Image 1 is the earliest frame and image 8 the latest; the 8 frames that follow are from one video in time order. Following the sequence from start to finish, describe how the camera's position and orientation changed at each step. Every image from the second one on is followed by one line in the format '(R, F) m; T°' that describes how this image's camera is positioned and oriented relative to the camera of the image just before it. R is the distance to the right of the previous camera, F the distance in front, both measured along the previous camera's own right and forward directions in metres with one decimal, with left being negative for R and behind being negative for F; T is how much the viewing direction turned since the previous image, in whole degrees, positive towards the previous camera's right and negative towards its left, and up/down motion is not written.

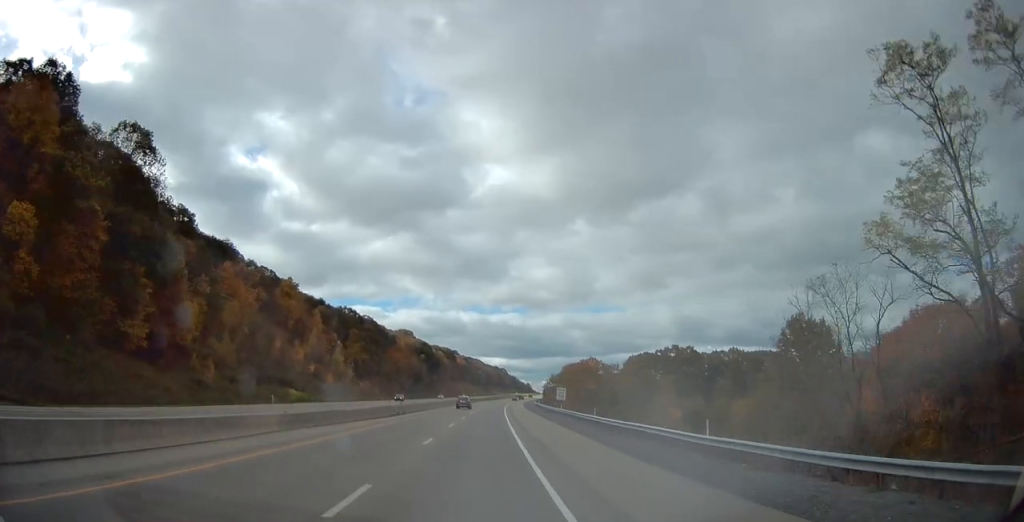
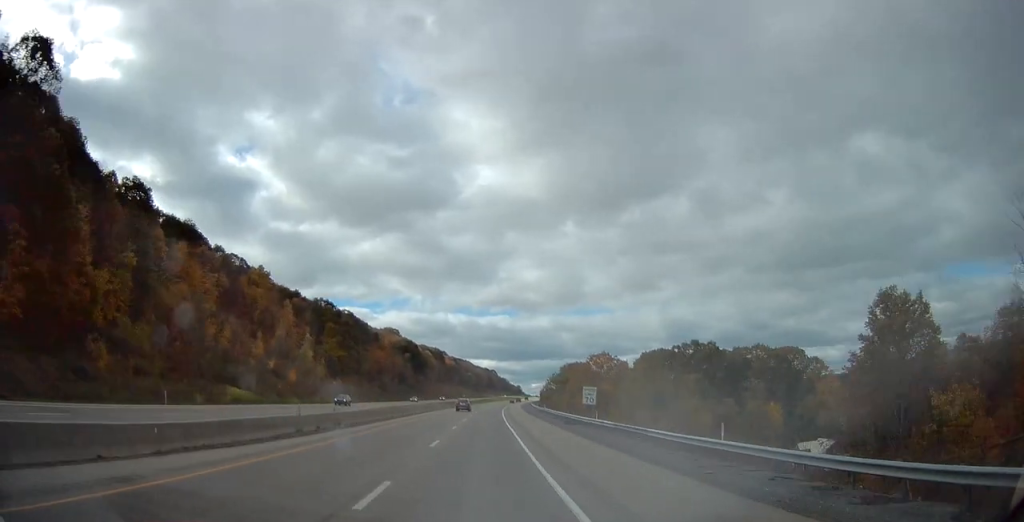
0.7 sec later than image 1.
(+0.2, +23.7) m; +1°
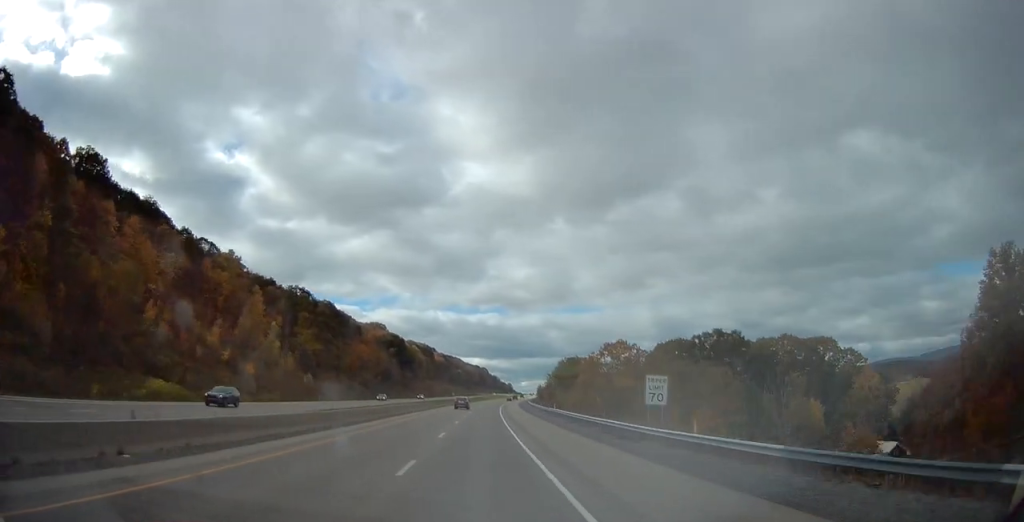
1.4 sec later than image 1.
(0.0, +20.4) m; +1°
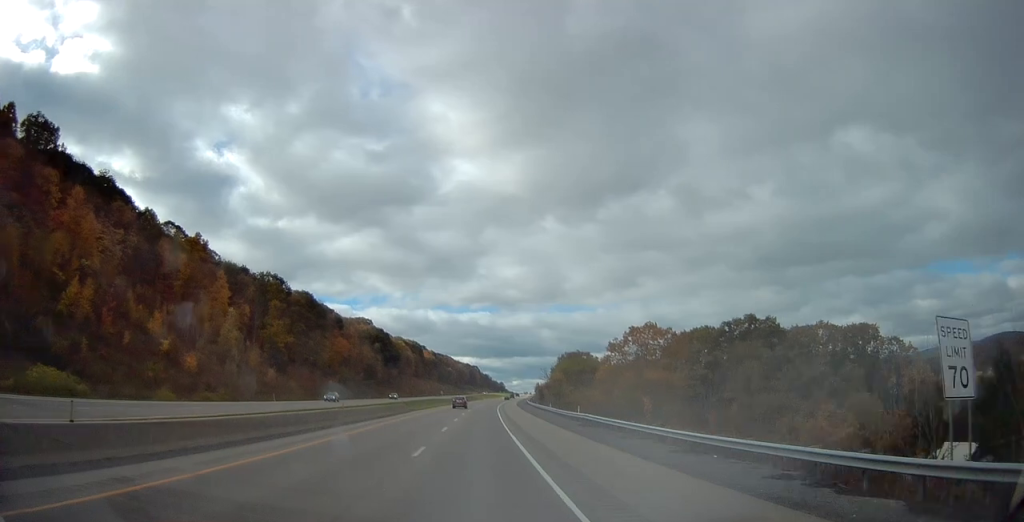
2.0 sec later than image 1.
(+0.4, +20.3) m; +1°
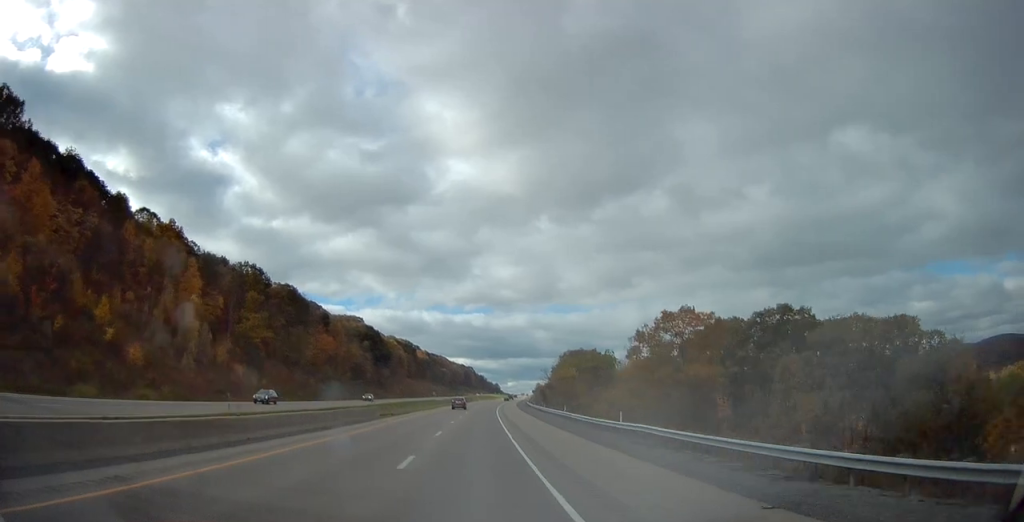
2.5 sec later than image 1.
(+0.1, +15.0) m; 0°
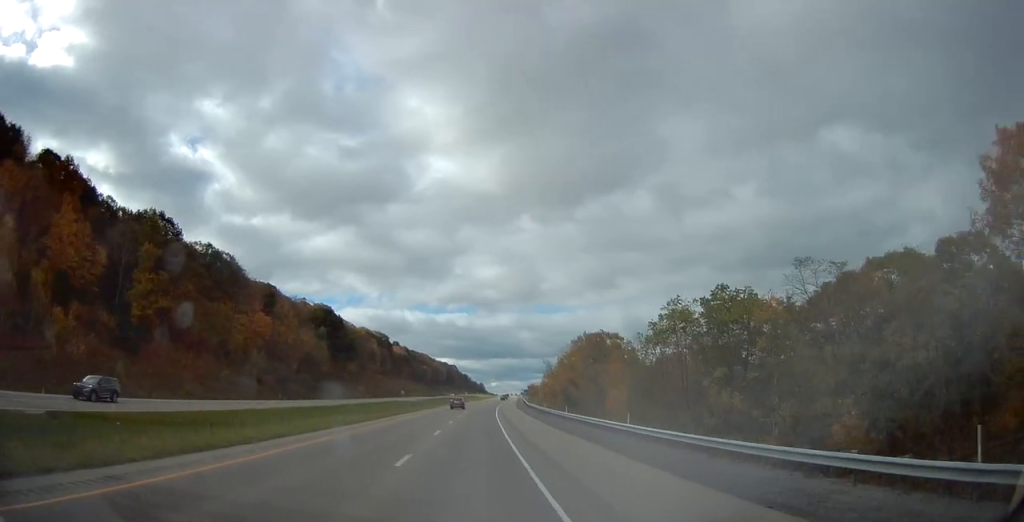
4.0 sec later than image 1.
(+0.3, +47.9) m; +1°
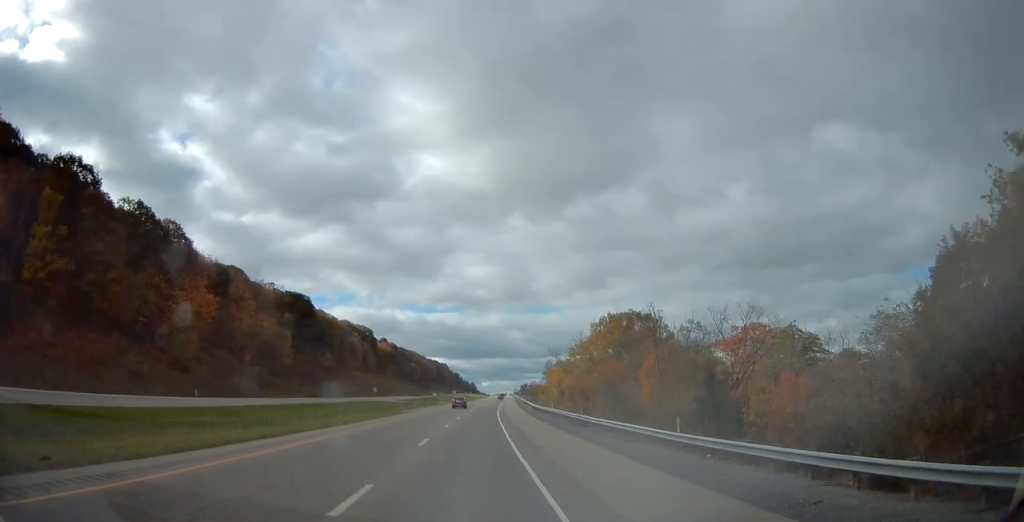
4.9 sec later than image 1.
(+0.4, +30.8) m; +1°
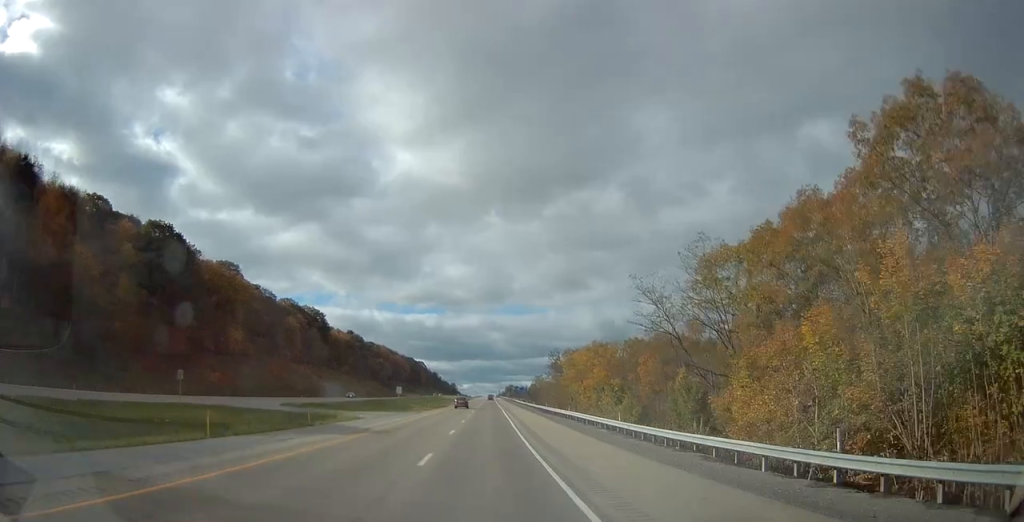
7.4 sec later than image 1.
(+1.4, +78.7) m; +2°
